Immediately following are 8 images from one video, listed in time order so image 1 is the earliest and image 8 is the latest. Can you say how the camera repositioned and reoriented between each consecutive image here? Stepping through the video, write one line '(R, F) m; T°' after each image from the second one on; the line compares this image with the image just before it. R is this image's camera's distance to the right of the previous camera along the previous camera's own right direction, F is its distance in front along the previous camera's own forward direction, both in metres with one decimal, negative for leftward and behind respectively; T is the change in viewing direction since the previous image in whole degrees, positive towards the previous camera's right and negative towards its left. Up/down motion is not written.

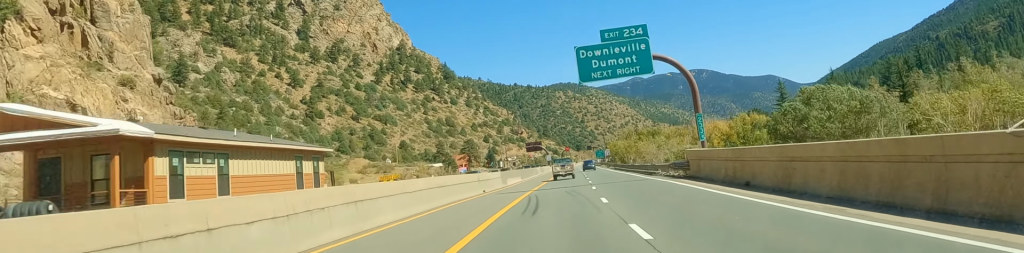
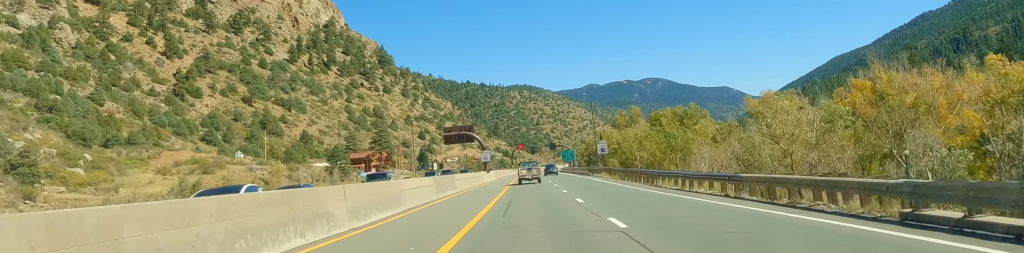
(+1.6, +93.7) m; 0°
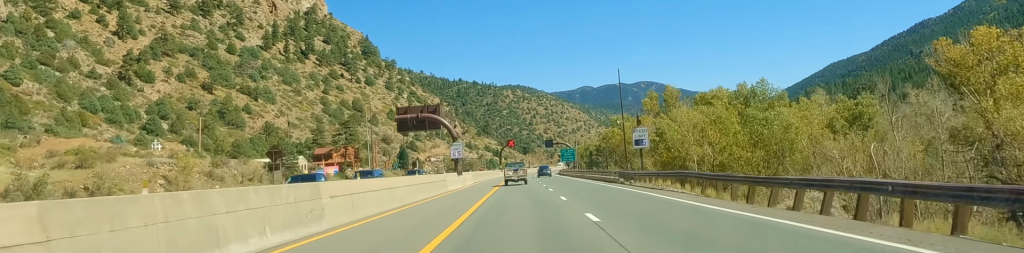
(+0.3, +34.3) m; 0°
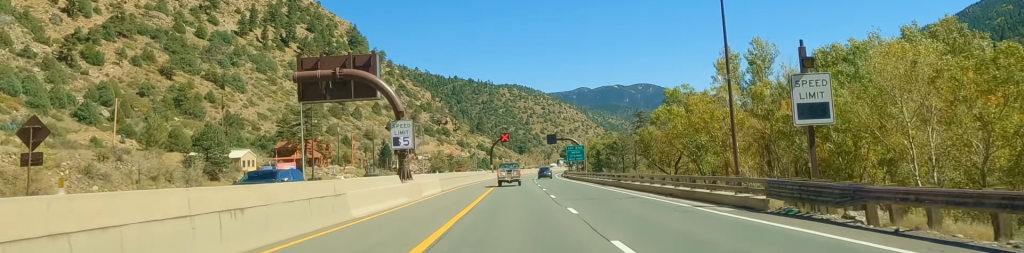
(-0.8, +32.1) m; +1°
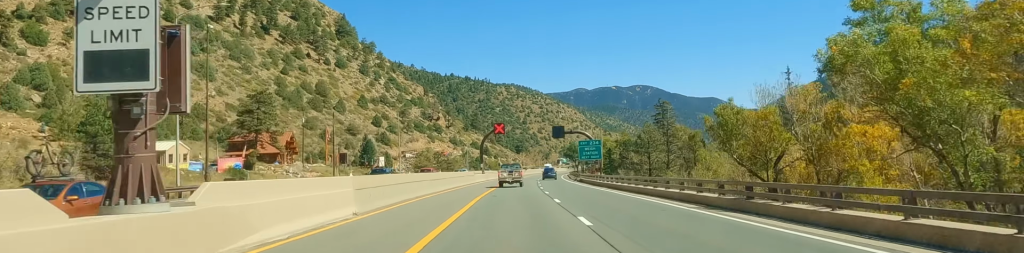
(-1.0, +28.6) m; +1°
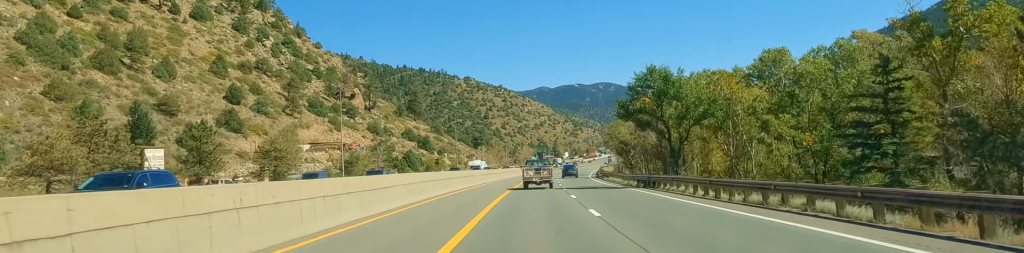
(+8.5, +130.0) m; +5°
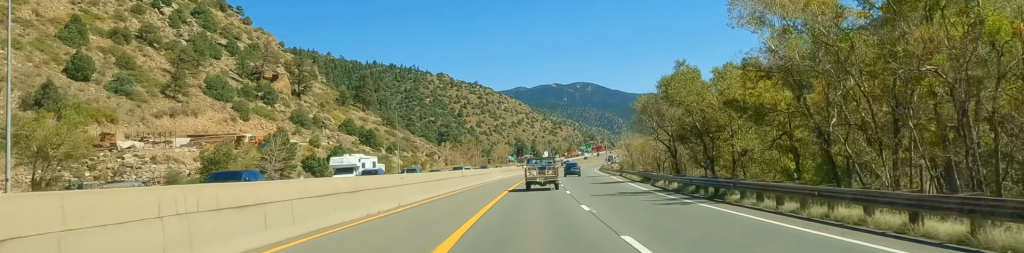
(+0.2, +56.7) m; +1°
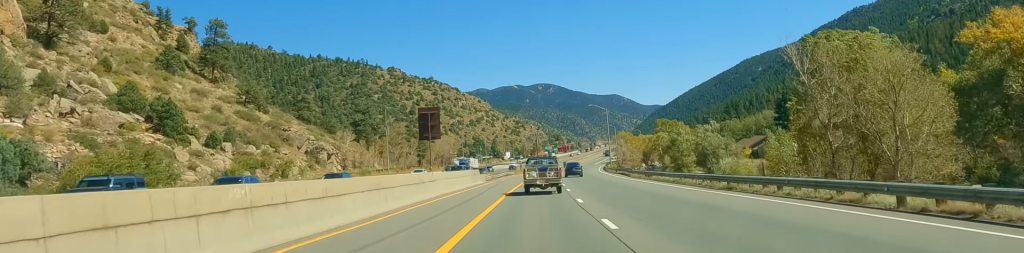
(+2.1, +92.6) m; +4°
